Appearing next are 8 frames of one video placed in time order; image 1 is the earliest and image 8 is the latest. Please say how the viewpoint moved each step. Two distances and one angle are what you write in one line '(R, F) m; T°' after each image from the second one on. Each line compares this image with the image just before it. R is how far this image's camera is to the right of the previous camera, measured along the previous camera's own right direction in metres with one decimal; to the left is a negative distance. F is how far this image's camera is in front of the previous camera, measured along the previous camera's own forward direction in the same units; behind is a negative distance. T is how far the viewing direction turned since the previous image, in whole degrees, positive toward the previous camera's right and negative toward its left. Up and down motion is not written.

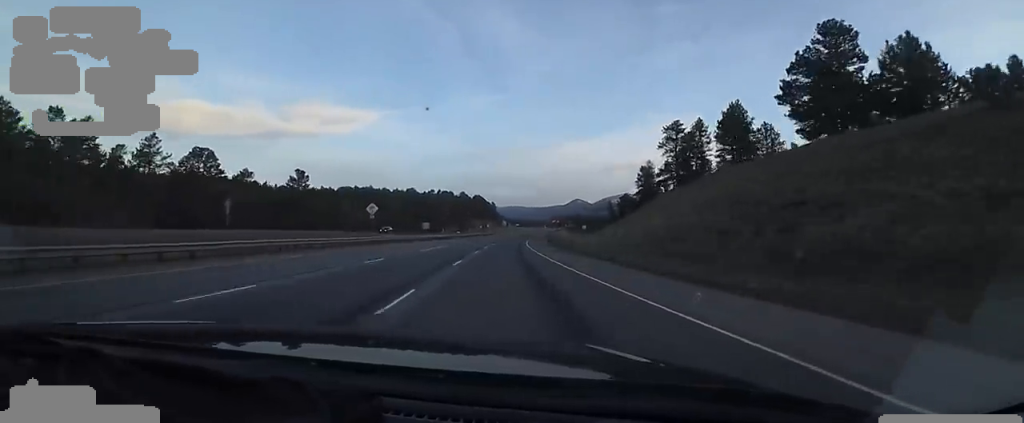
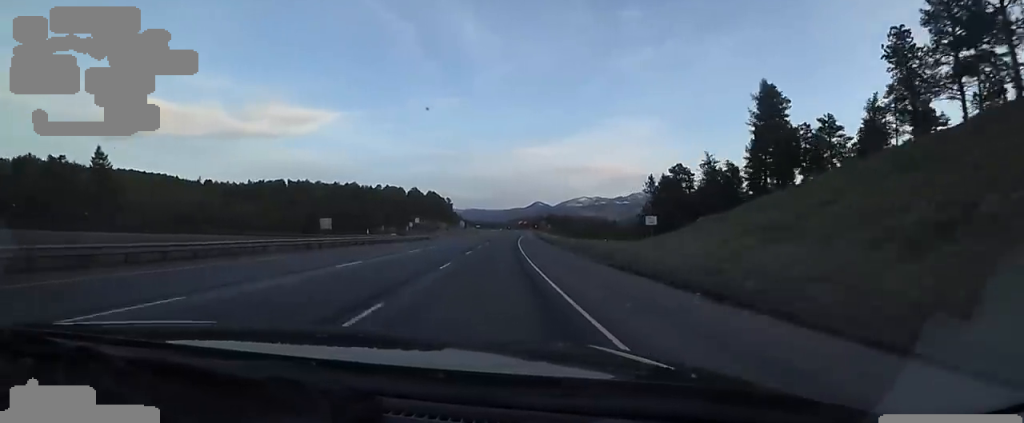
(+2.4, +74.6) m; +5°
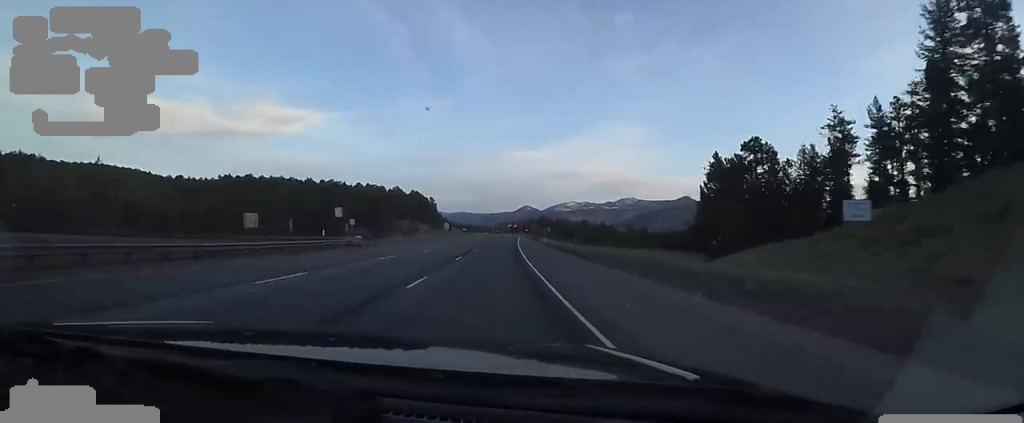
(+1.3, +29.6) m; +4°
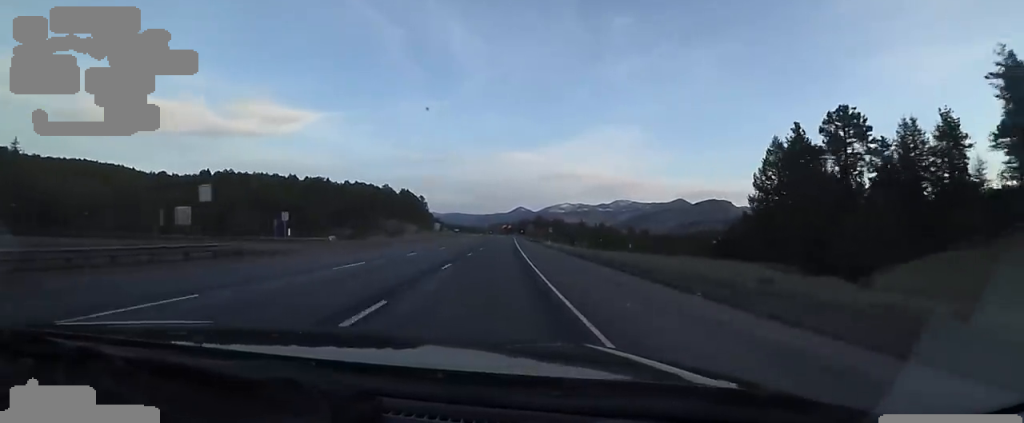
(+0.8, +17.2) m; +1°
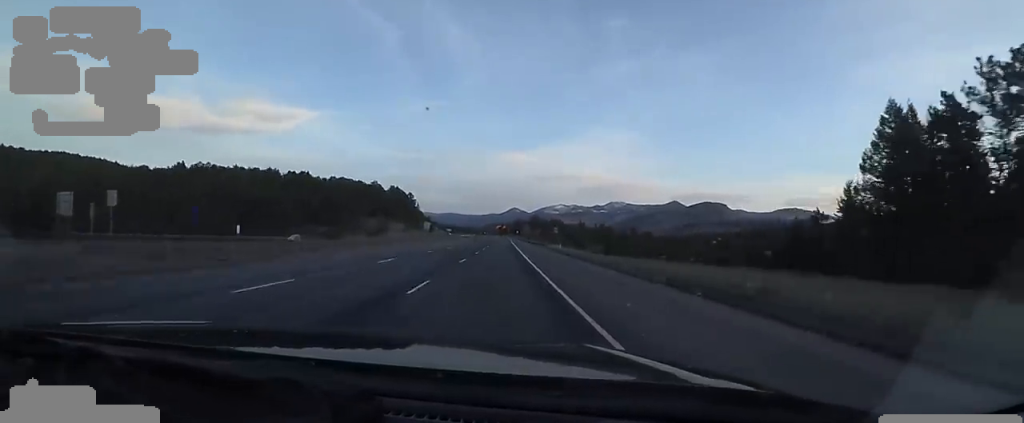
(-0.4, +19.2) m; -1°
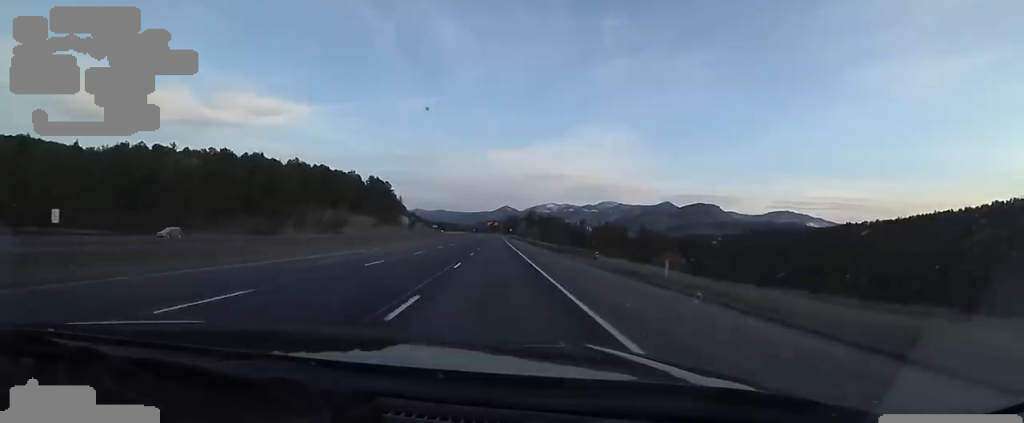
(-0.5, +38.6) m; -1°
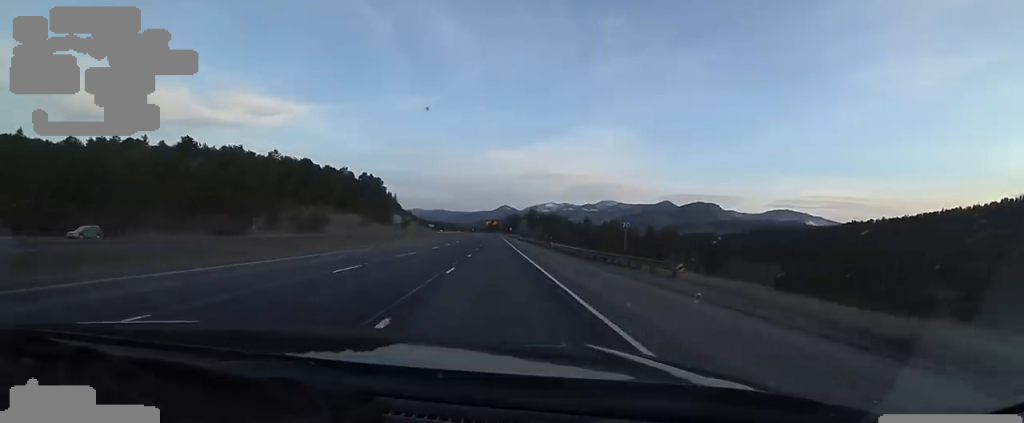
(0.0, +15.2) m; 0°
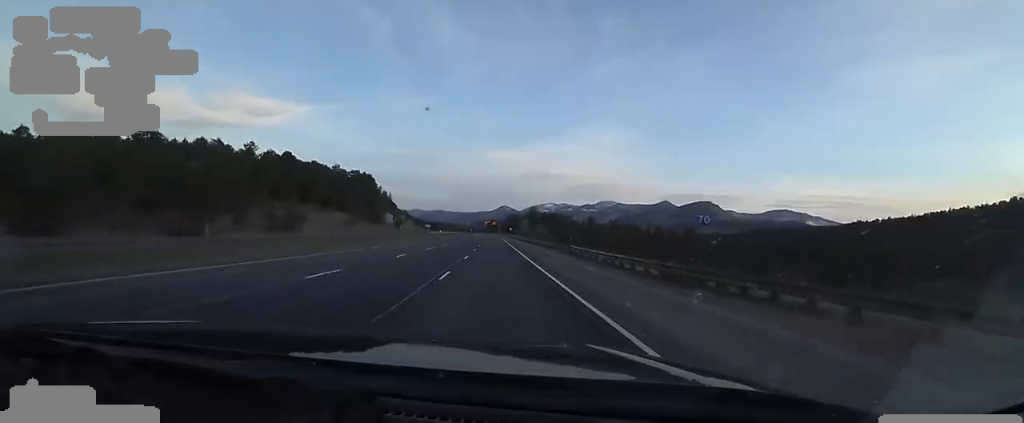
(0.0, +14.2) m; 0°
